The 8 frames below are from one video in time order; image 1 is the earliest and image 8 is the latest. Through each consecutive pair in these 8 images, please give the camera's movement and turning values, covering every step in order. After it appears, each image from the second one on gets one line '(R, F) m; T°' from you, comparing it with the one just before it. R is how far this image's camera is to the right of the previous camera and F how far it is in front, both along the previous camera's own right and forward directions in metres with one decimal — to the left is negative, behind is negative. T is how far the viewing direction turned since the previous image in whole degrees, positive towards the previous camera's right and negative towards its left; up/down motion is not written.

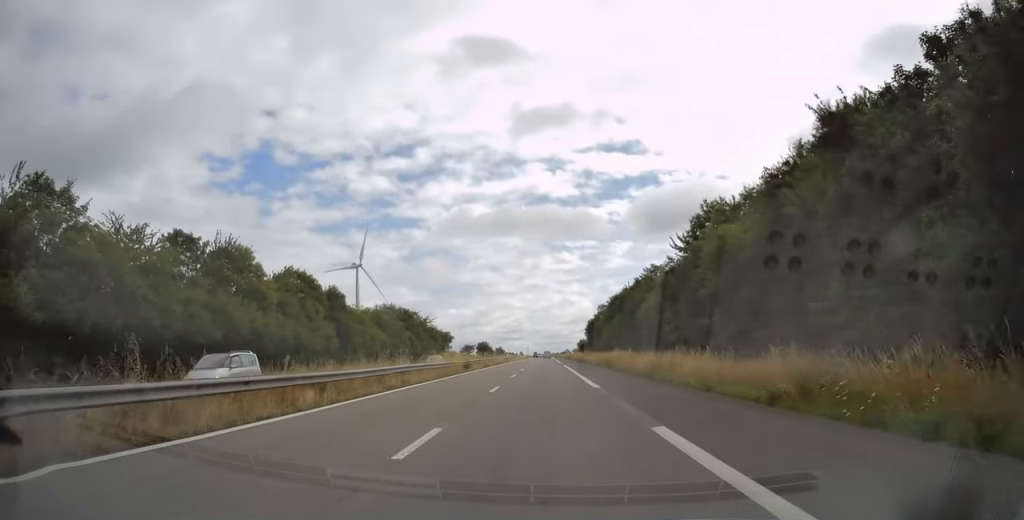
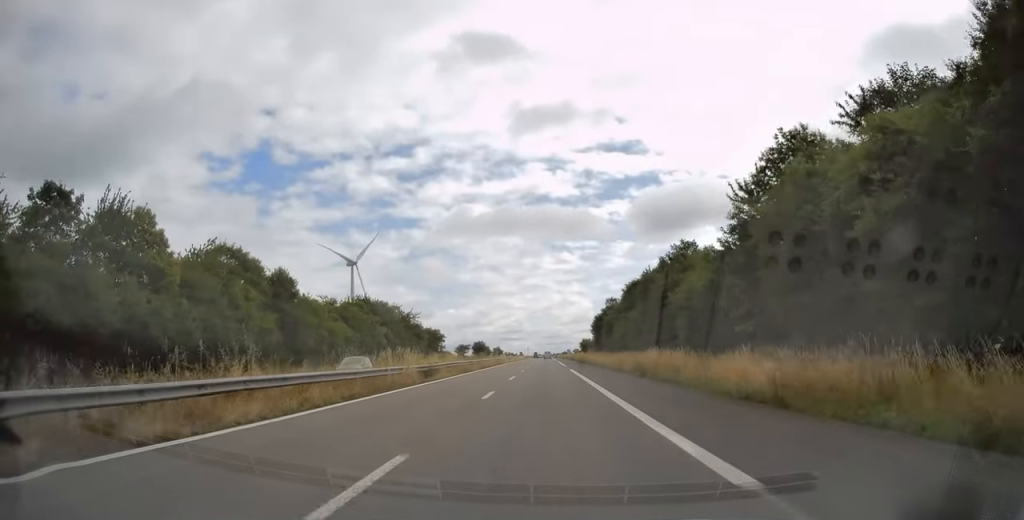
(0.0, +16.0) m; 0°
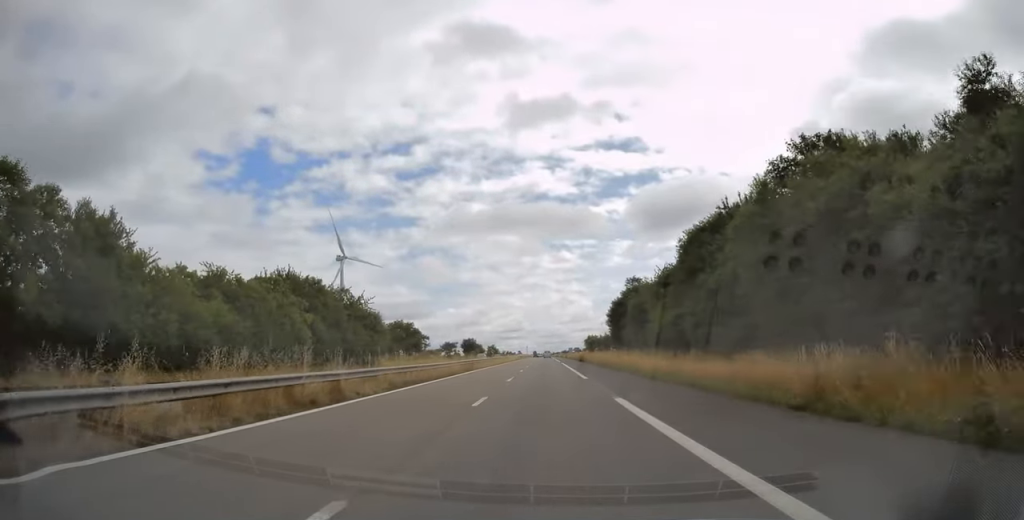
(0.0, +28.8) m; 0°
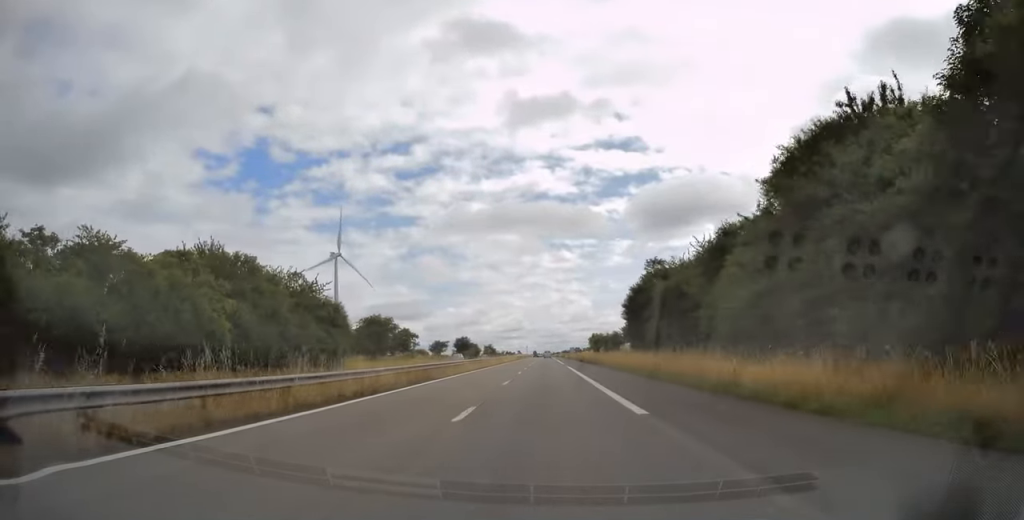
(0.0, +16.5) m; 0°
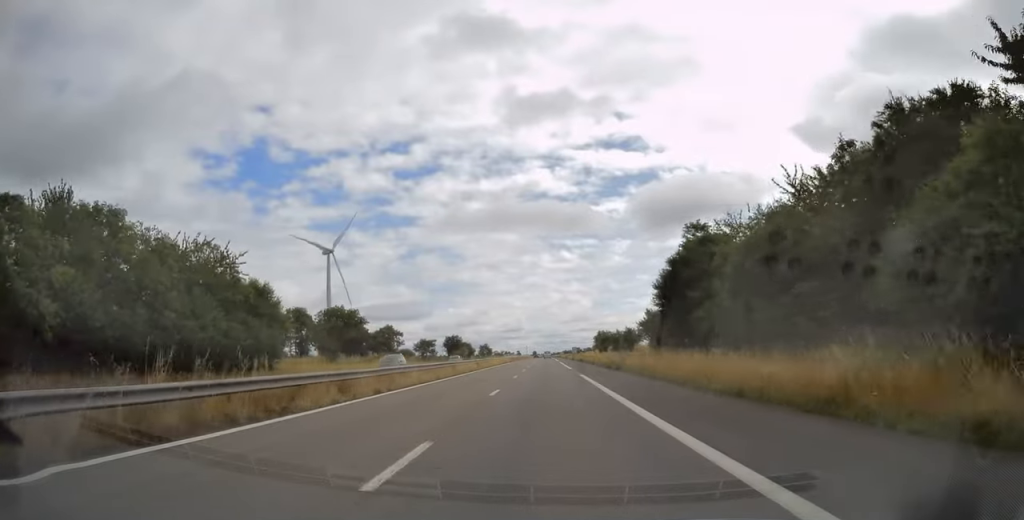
(0.0, +19.1) m; 0°
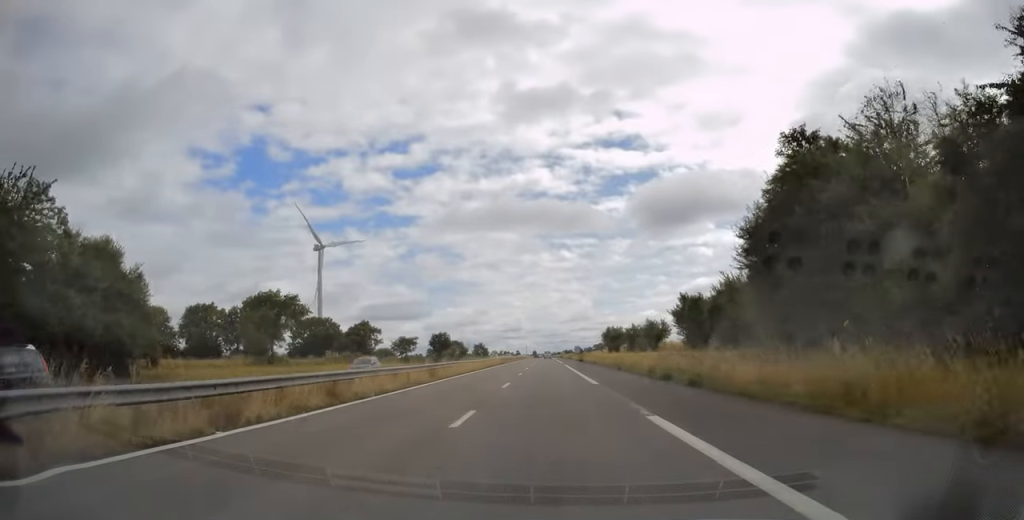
(0.0, +21.1) m; 0°
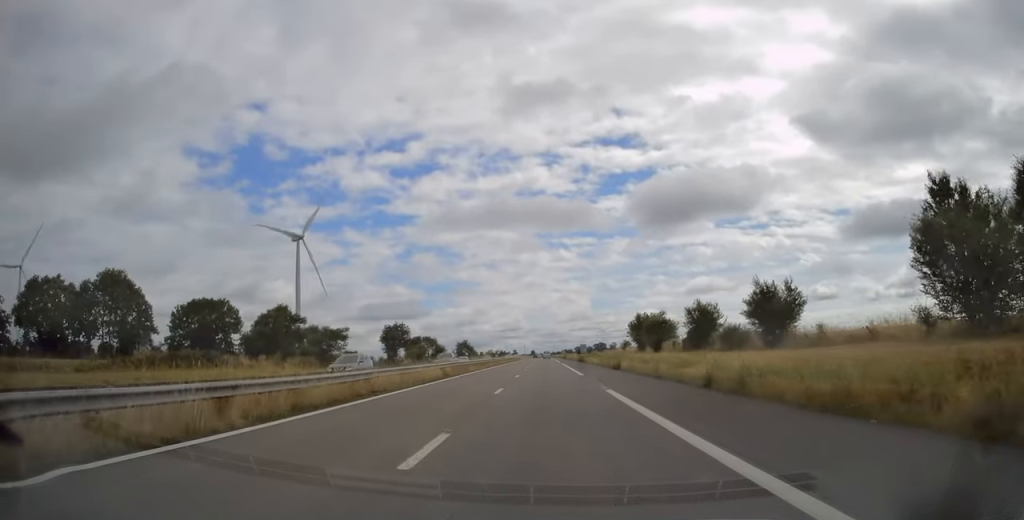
(-0.1, +43.4) m; +1°
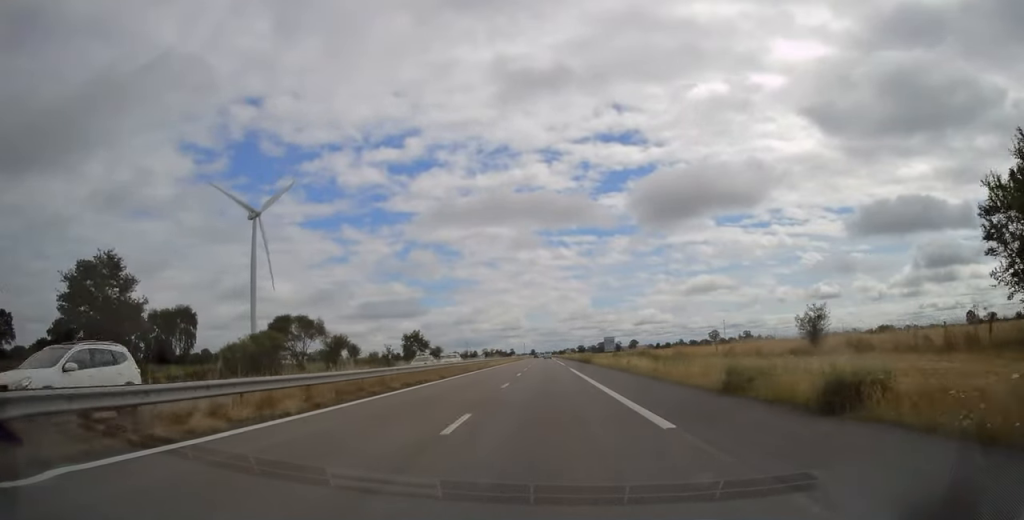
(+0.5, +74.9) m; 0°
